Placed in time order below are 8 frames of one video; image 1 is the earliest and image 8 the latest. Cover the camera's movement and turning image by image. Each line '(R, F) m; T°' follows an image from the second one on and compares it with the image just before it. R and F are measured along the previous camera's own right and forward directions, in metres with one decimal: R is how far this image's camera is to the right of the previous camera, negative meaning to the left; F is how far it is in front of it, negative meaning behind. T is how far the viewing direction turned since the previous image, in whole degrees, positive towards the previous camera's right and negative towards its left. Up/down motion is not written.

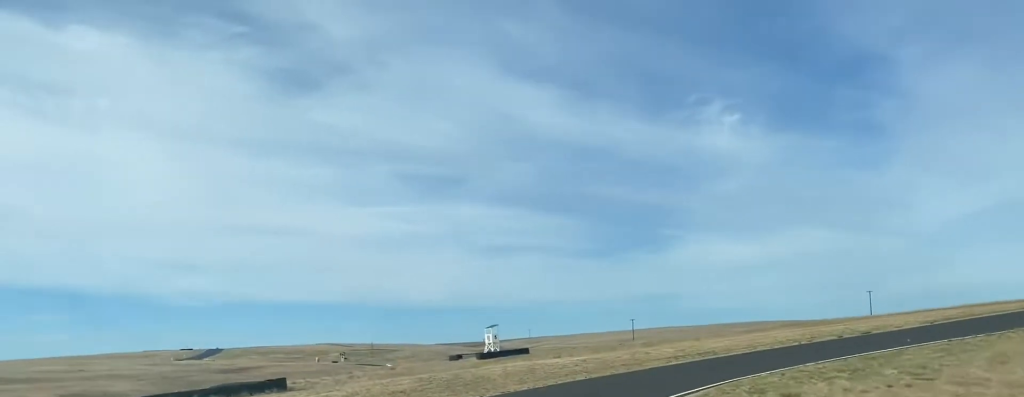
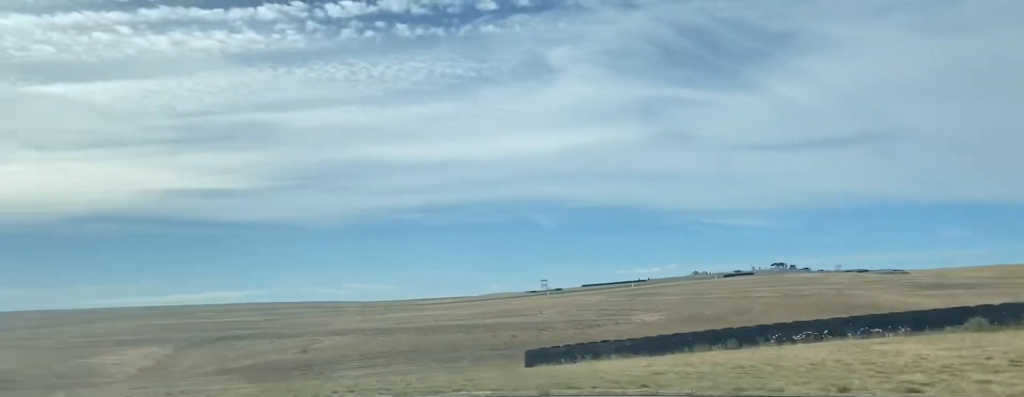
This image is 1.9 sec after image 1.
(-18.0, +23.7) m; -75°
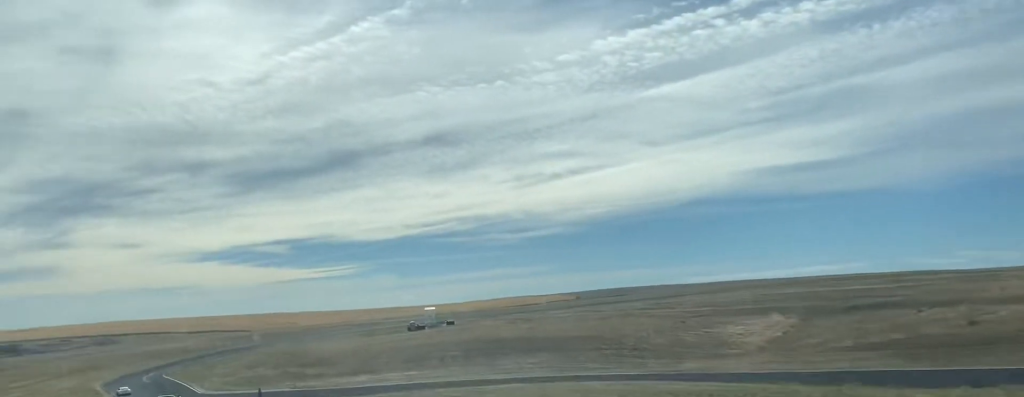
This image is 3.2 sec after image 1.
(-5.5, +25.1) m; -22°
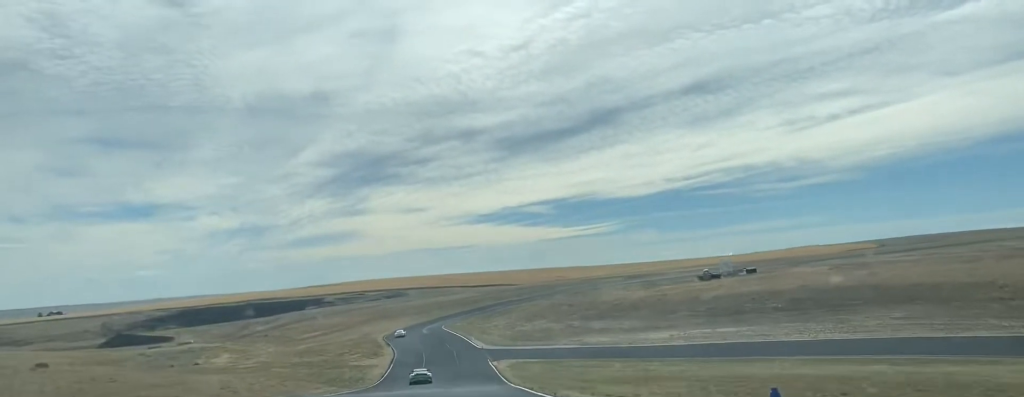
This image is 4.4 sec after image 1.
(-4.8, +28.0) m; -15°
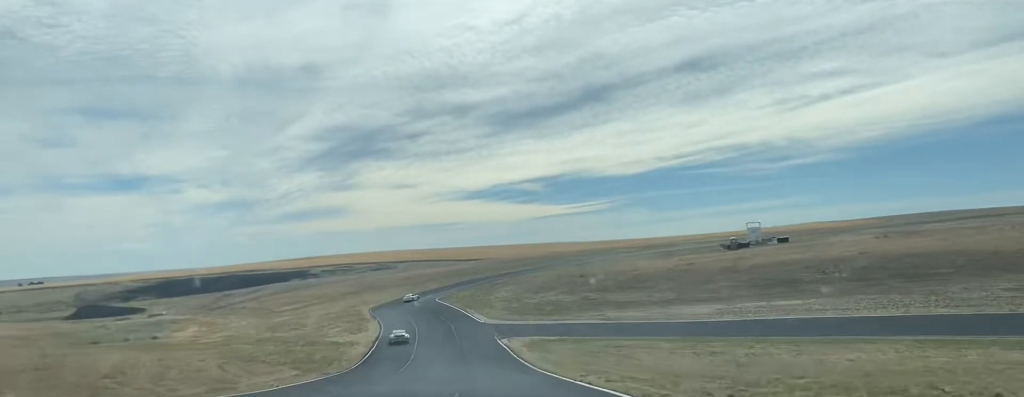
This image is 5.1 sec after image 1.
(-1.4, +21.5) m; -3°
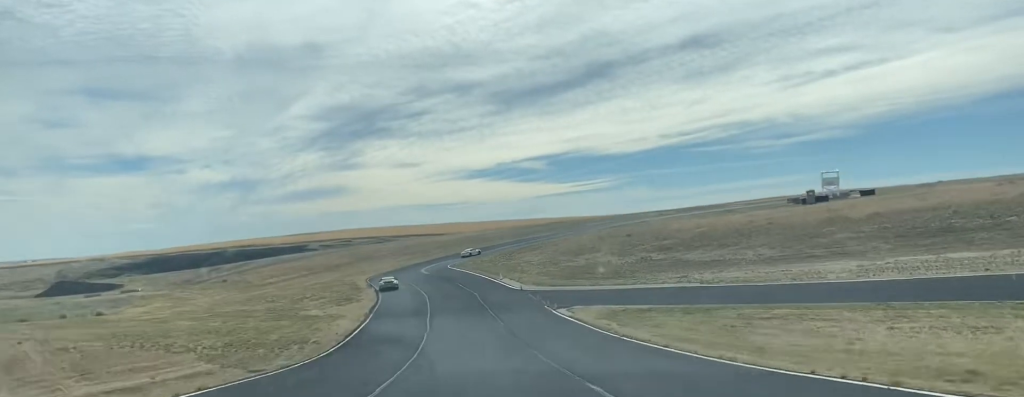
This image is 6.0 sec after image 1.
(-0.3, +27.9) m; +3°
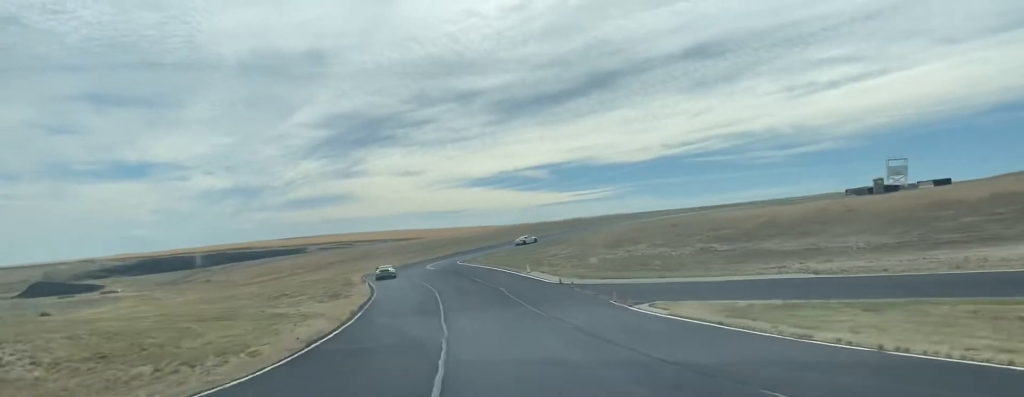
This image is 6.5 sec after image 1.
(+0.6, +17.0) m; +3°
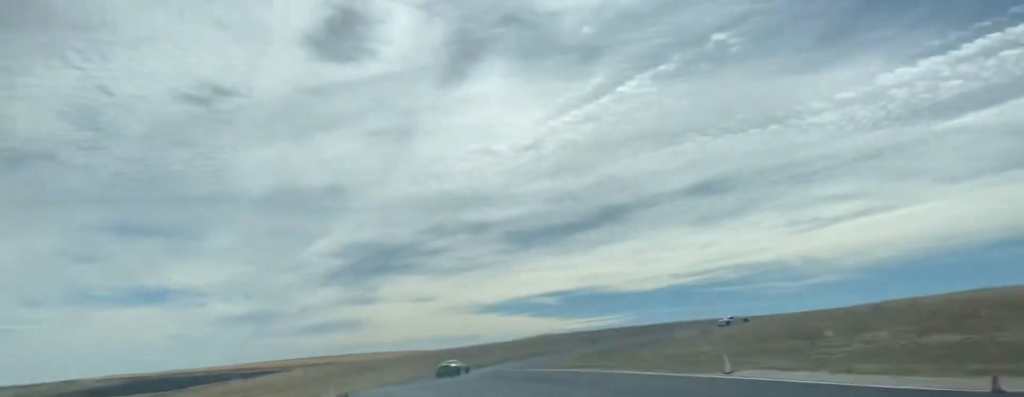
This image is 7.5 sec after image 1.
(+2.1, +36.2) m; +4°
